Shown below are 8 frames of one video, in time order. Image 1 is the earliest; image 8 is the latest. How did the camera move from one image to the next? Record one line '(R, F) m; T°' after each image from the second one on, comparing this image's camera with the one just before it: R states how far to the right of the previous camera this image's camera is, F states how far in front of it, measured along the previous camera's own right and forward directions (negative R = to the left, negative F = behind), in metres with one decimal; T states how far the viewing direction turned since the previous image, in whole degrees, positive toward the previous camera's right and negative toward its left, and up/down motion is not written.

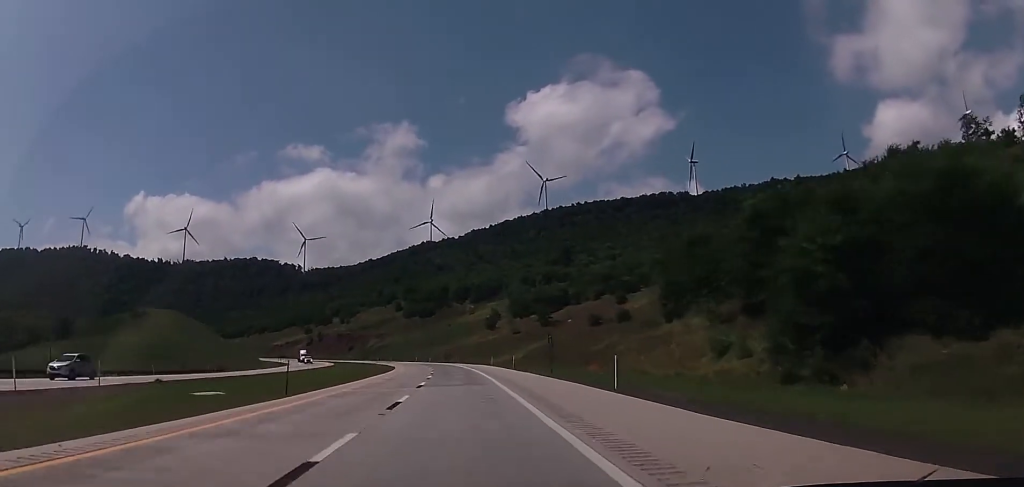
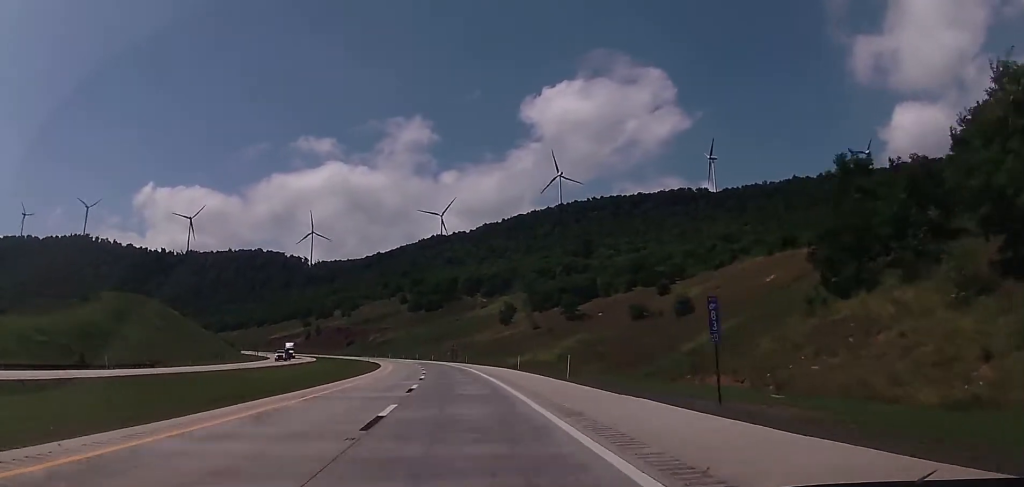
(+0.4, +29.6) m; -1°
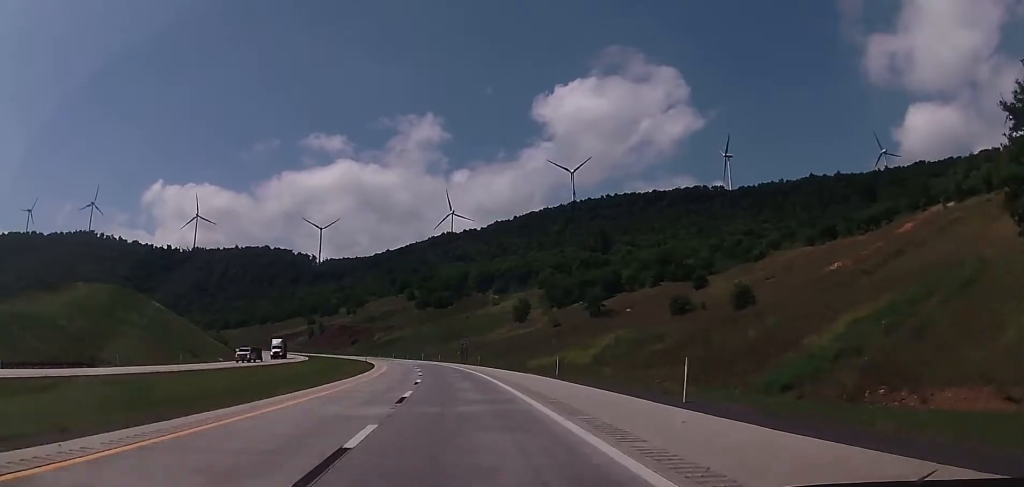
(-0.3, +17.5) m; -1°
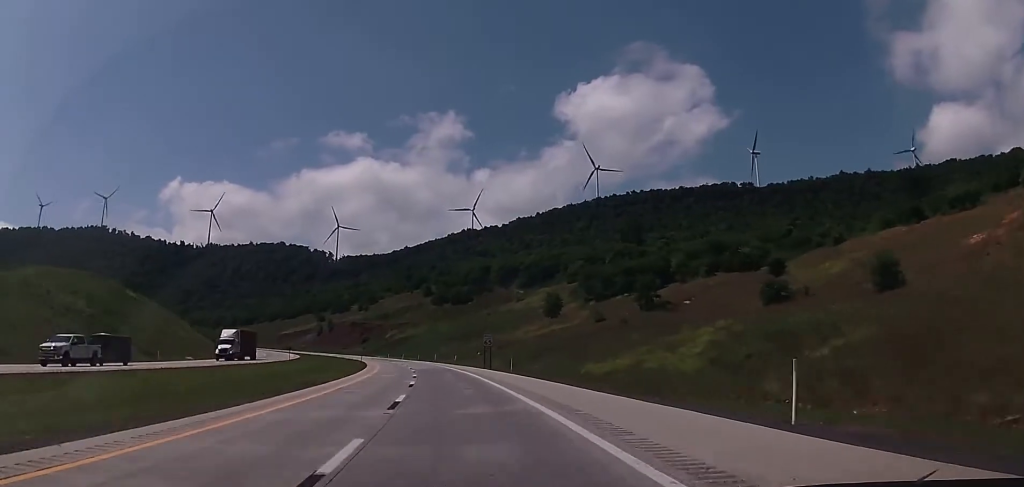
(-0.5, +26.3) m; -2°
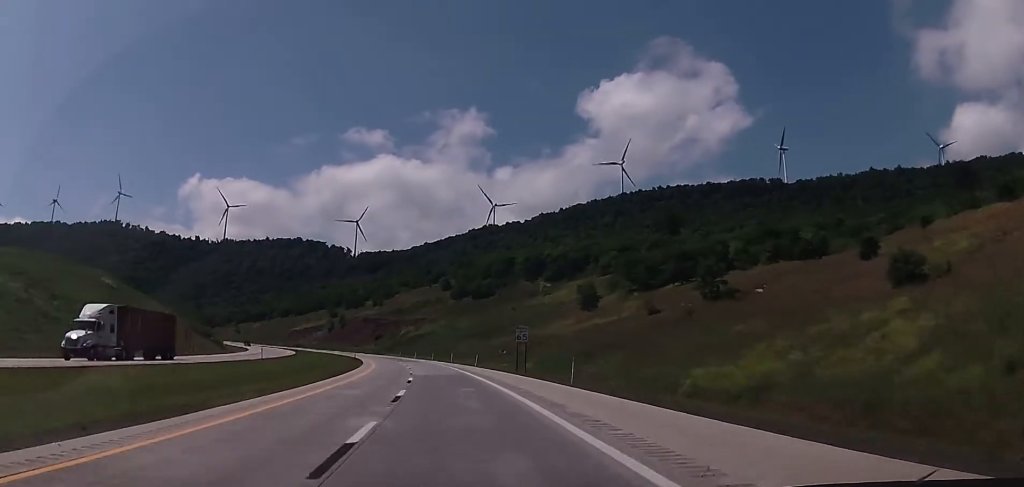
(0.0, +21.9) m; -1°
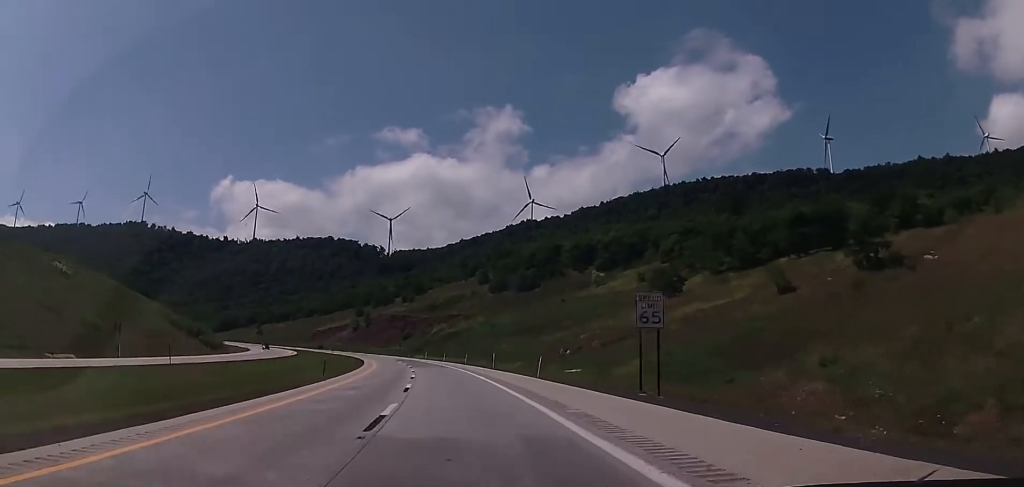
(-0.4, +31.6) m; -3°
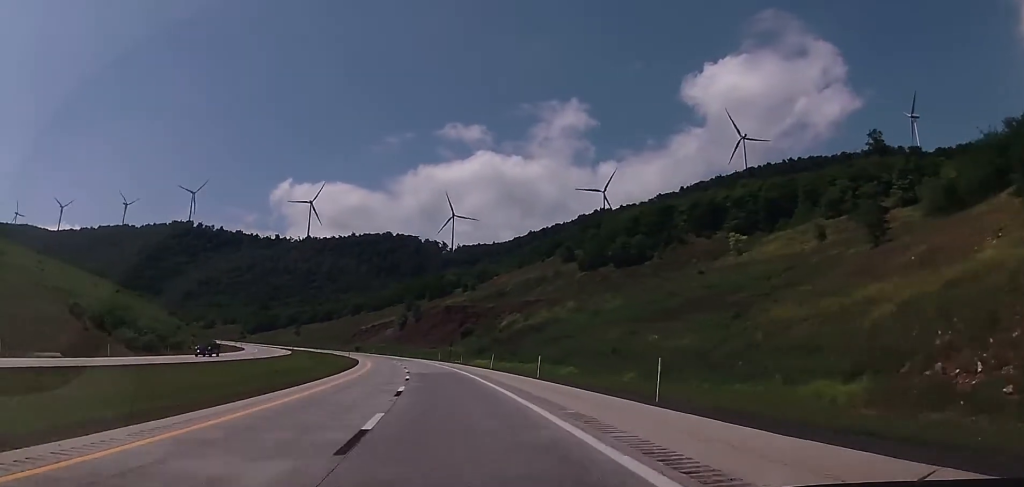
(-3.4, +63.2) m; -6°
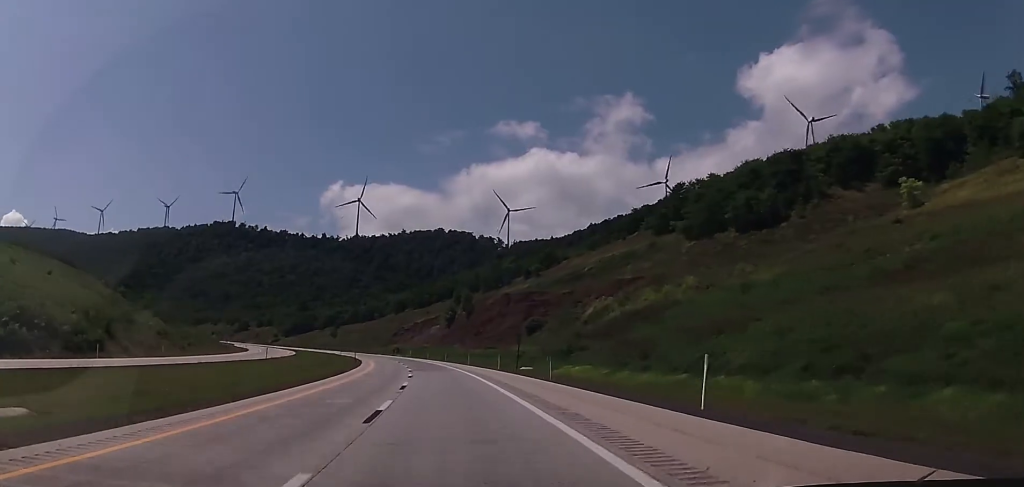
(-2.2, +44.9) m; -5°
